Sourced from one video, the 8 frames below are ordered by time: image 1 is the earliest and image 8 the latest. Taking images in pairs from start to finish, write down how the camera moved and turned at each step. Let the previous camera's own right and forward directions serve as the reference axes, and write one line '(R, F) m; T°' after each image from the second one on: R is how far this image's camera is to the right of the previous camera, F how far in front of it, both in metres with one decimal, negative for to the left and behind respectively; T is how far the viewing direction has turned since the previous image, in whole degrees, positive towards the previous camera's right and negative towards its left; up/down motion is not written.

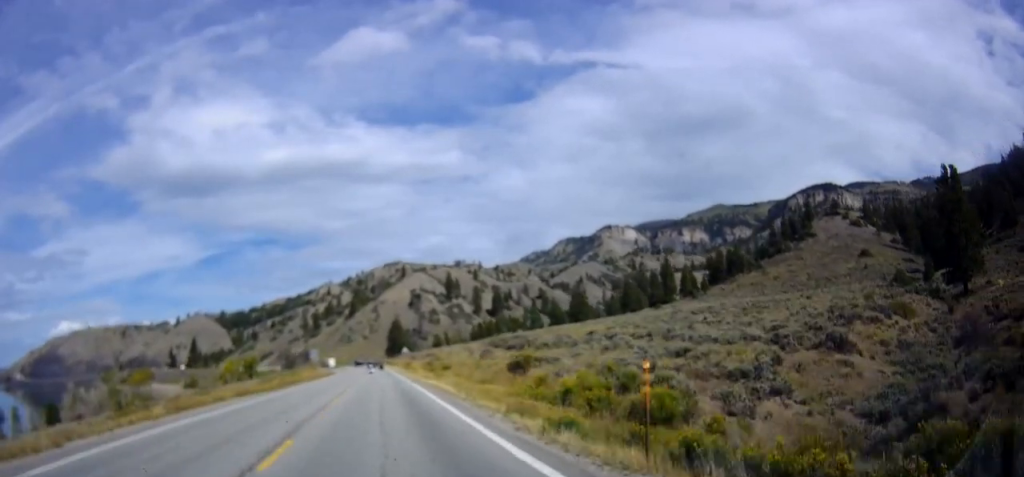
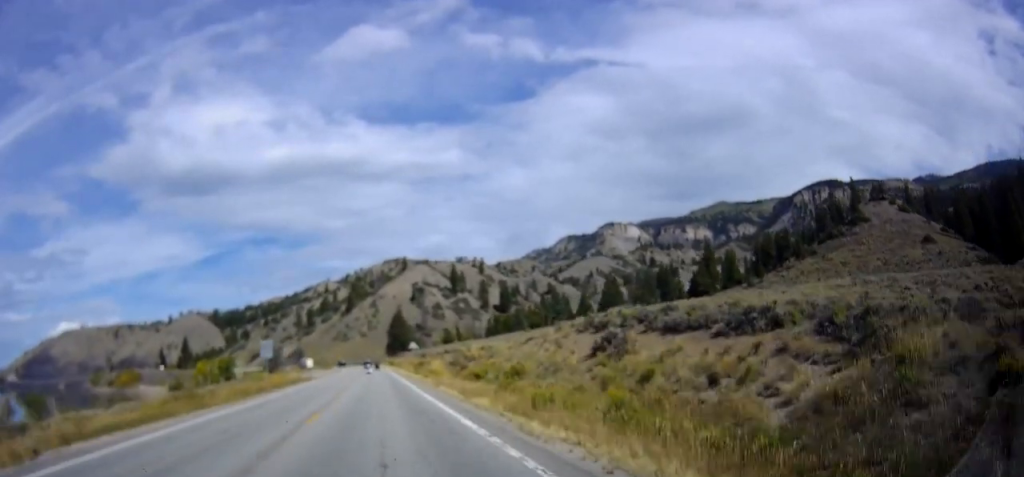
(0.0, +30.6) m; 0°
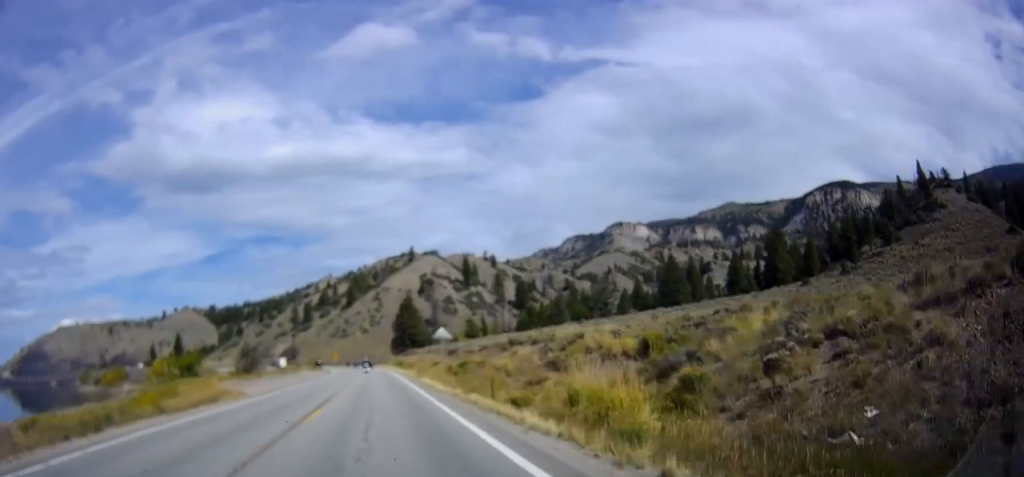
(+0.2, +35.8) m; -1°
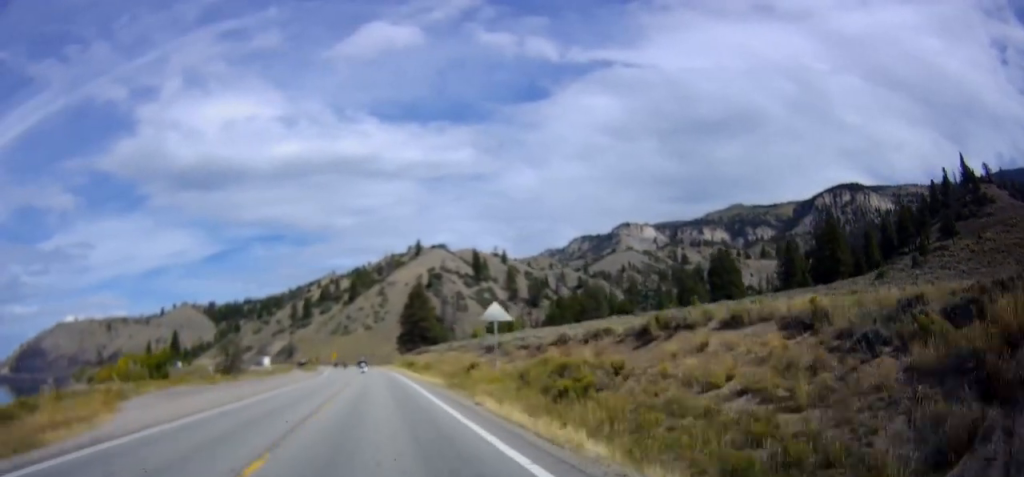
(-0.6, +21.1) m; -1°
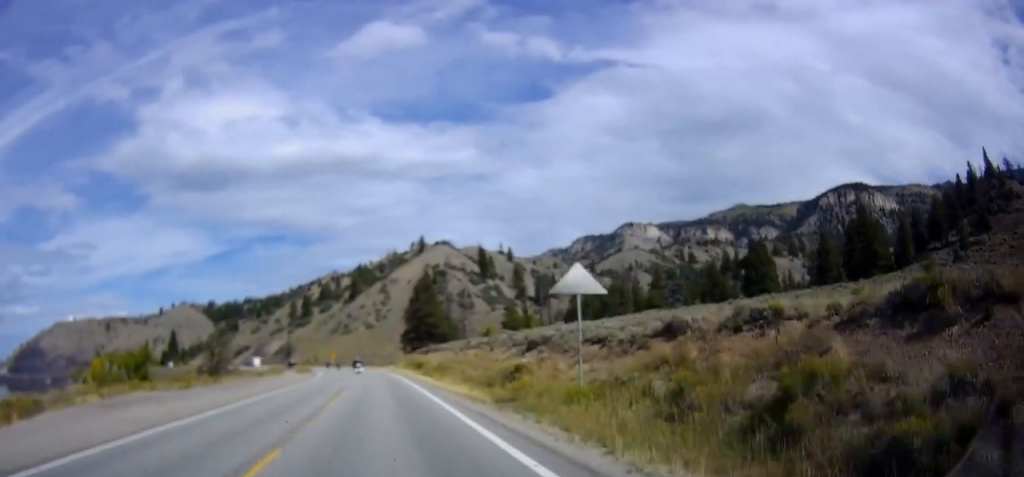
(0.0, +11.4) m; 0°
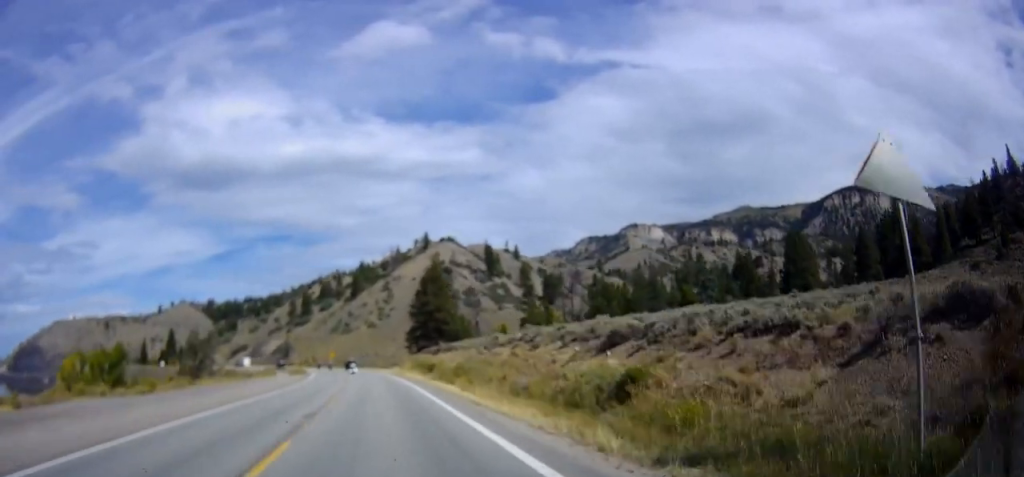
(+0.1, +11.8) m; +1°
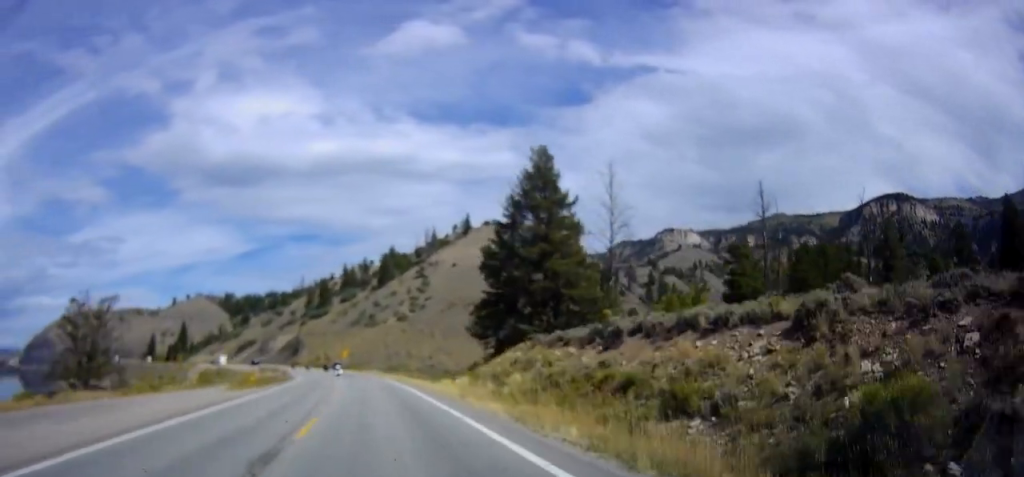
(-0.1, +45.3) m; -2°
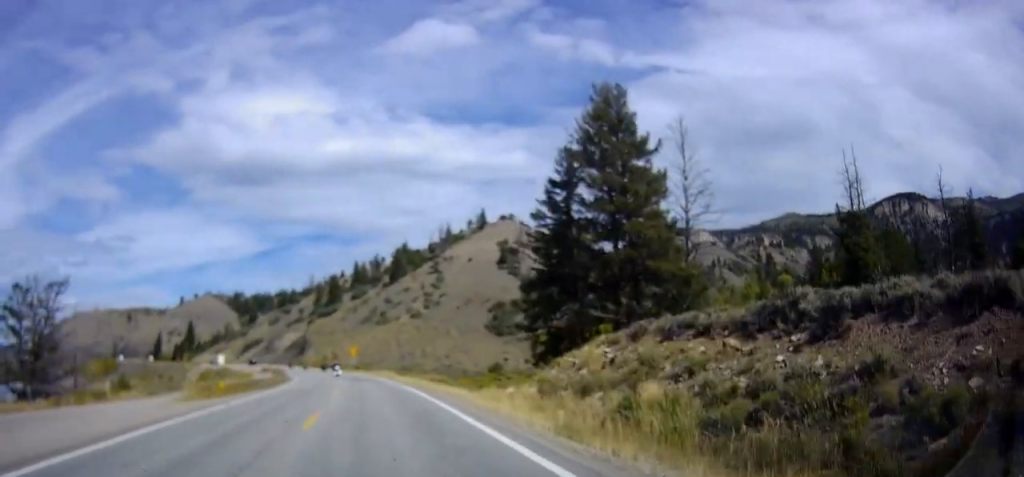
(-0.2, +10.8) m; -1°
